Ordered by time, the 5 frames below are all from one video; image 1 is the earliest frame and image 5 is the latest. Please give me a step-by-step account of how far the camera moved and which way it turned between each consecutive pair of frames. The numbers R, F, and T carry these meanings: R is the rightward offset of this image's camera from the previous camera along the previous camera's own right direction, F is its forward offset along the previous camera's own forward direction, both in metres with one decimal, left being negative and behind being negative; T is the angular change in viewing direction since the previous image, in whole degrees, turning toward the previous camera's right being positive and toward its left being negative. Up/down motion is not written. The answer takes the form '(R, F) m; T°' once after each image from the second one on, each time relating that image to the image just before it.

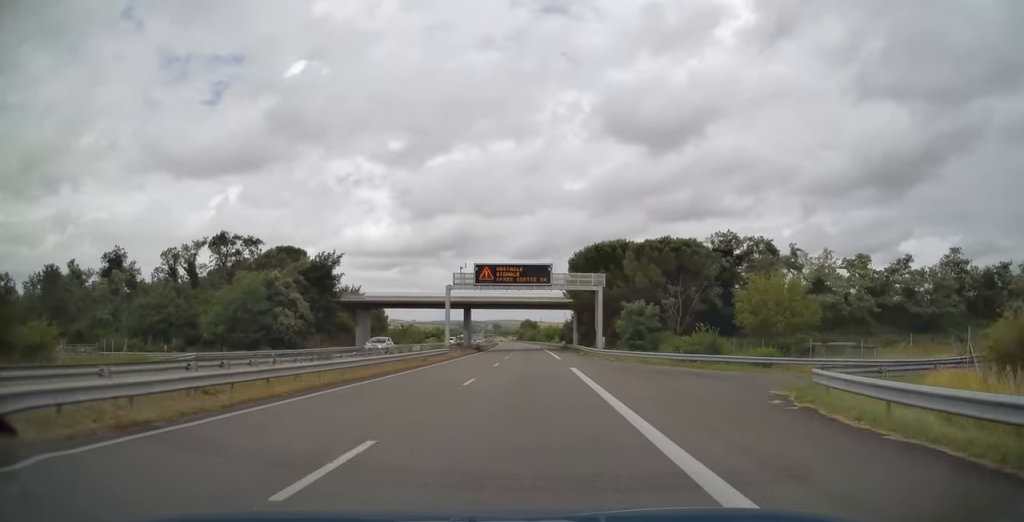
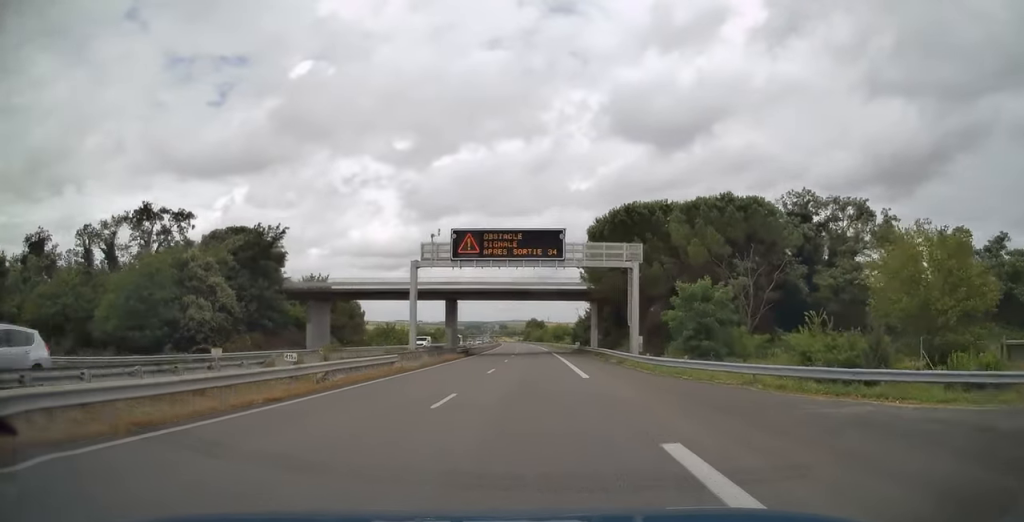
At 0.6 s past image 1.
(-0.1, +18.9) m; 0°
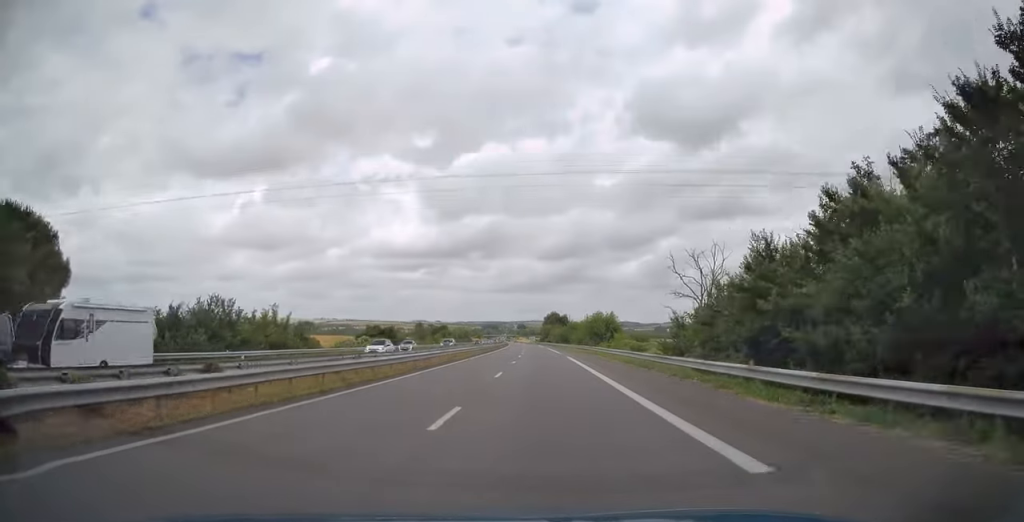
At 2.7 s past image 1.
(-1.3, +67.5) m; -2°
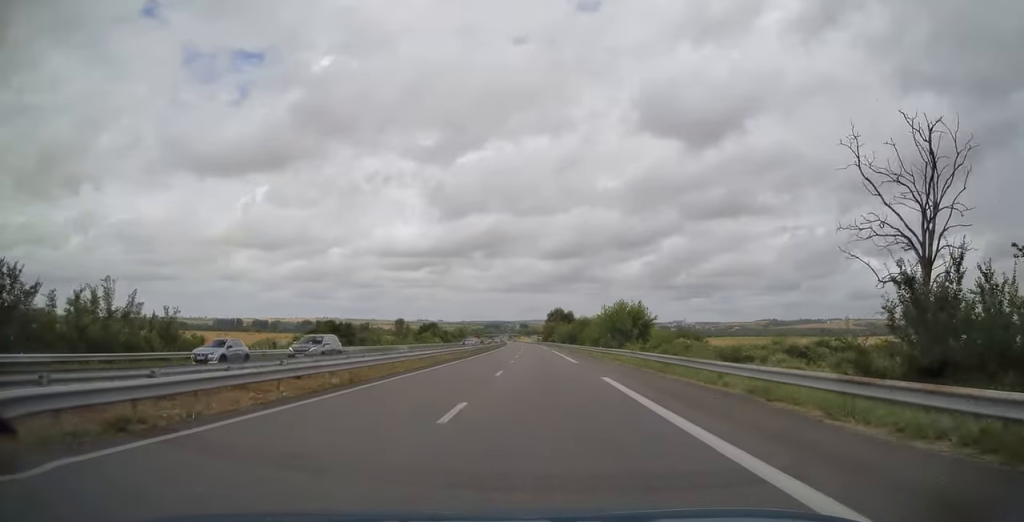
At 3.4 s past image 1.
(0.0, +24.8) m; 0°
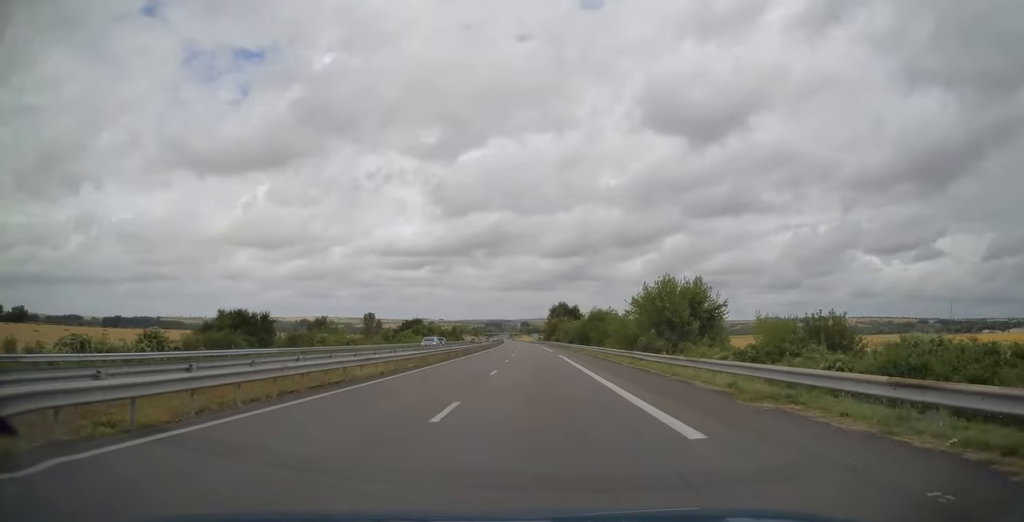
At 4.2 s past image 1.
(-0.1, +25.9) m; 0°
